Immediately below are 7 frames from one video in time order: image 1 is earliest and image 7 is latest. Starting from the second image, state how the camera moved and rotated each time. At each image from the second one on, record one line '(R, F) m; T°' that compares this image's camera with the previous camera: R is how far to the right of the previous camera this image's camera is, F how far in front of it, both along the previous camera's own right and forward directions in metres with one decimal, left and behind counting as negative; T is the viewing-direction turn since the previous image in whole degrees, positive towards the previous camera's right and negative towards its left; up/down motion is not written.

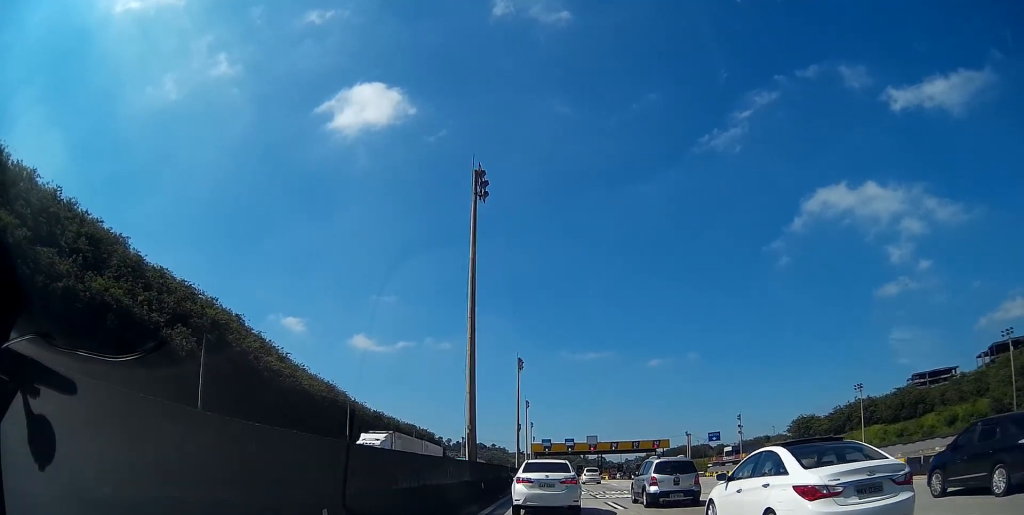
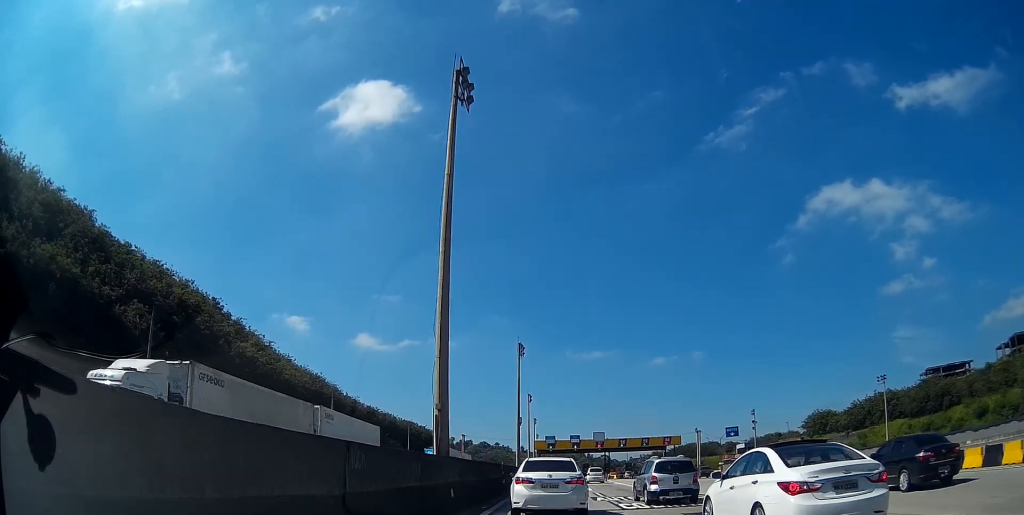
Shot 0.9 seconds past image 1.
(0.0, +8.1) m; 0°
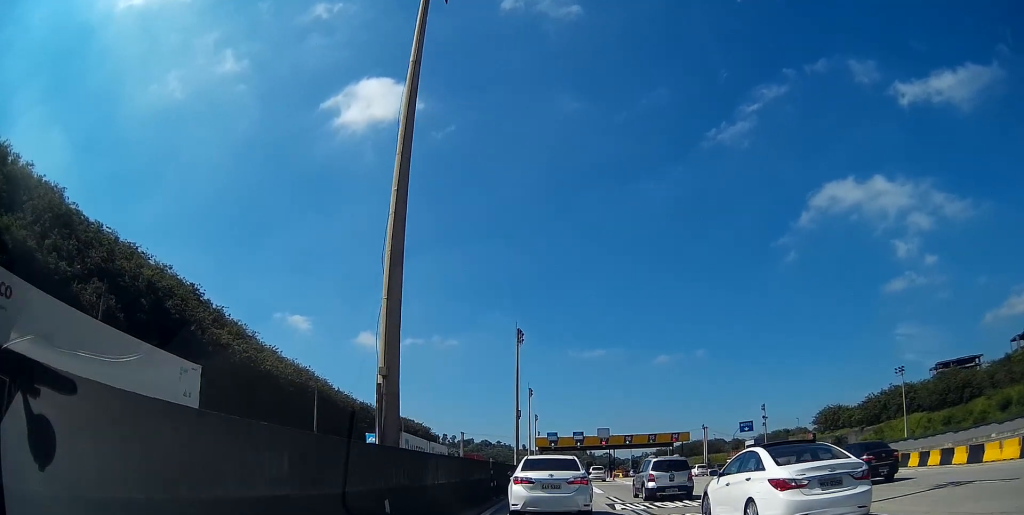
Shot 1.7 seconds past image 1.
(-0.1, +6.1) m; -1°
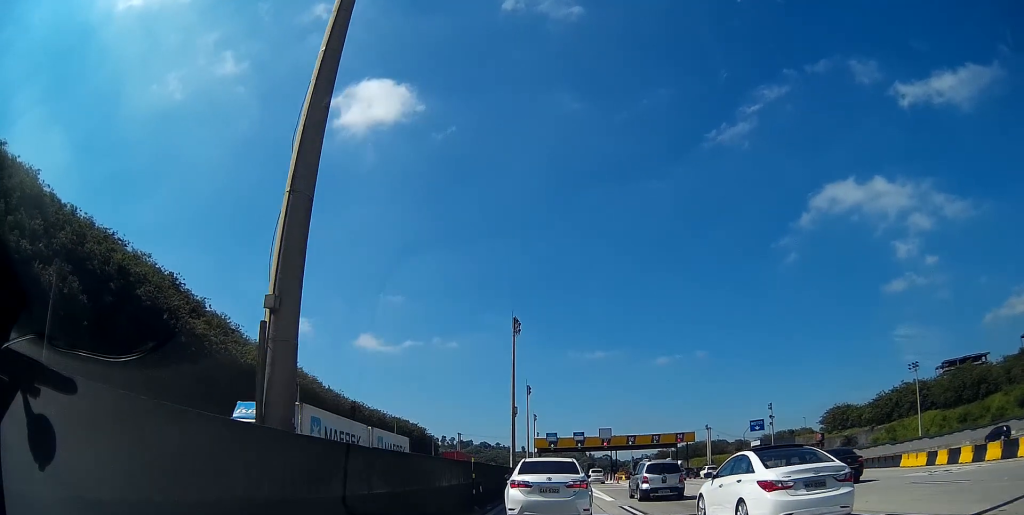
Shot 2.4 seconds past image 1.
(0.0, +4.8) m; 0°
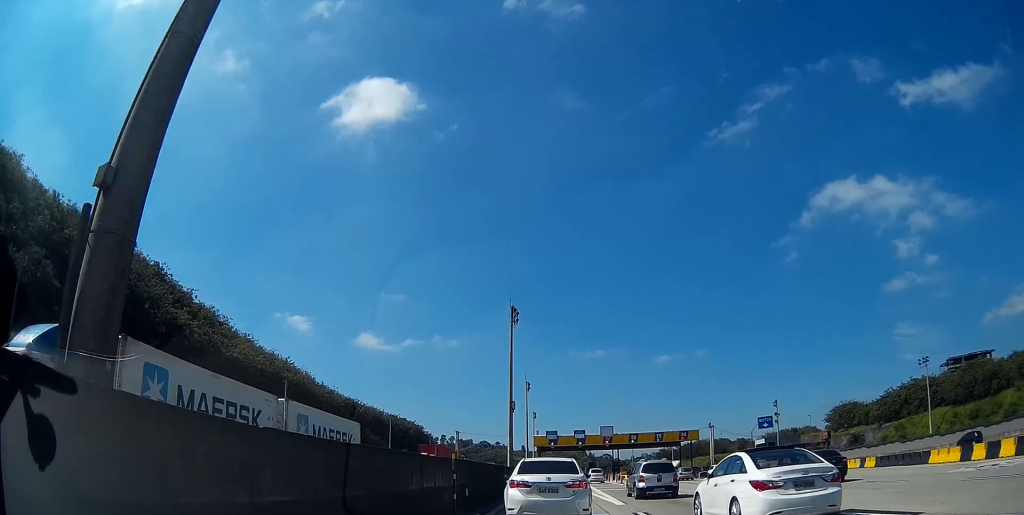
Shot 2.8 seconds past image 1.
(0.0, +3.2) m; 0°
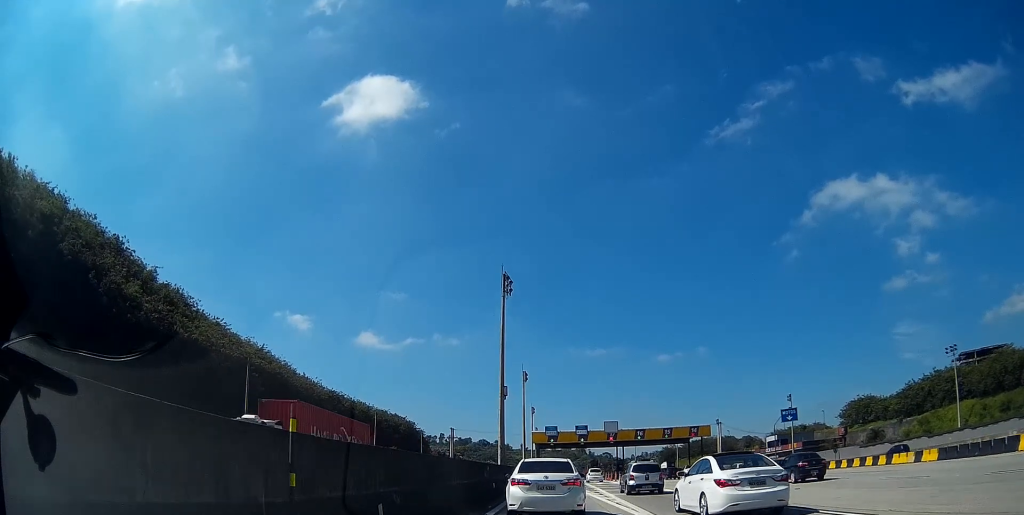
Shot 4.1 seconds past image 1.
(+0.1, +8.2) m; +1°
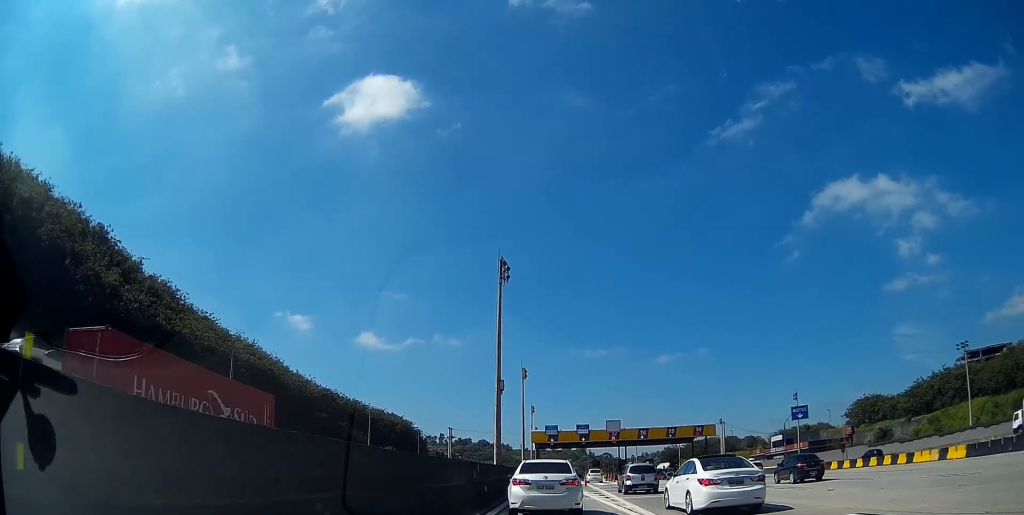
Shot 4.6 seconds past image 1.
(0.0, +3.2) m; +1°
